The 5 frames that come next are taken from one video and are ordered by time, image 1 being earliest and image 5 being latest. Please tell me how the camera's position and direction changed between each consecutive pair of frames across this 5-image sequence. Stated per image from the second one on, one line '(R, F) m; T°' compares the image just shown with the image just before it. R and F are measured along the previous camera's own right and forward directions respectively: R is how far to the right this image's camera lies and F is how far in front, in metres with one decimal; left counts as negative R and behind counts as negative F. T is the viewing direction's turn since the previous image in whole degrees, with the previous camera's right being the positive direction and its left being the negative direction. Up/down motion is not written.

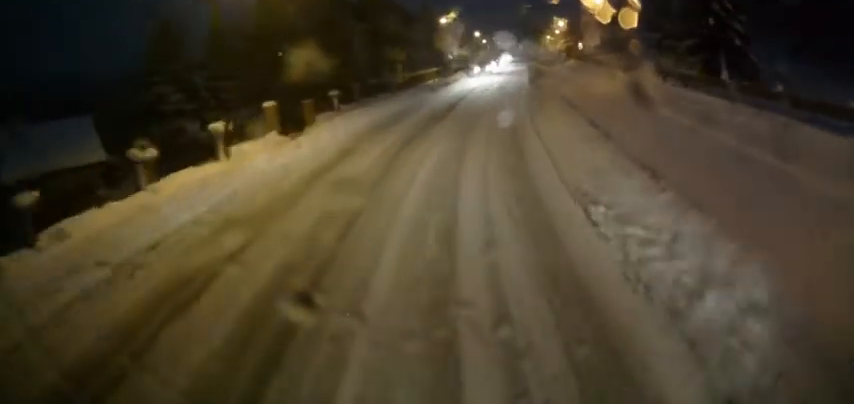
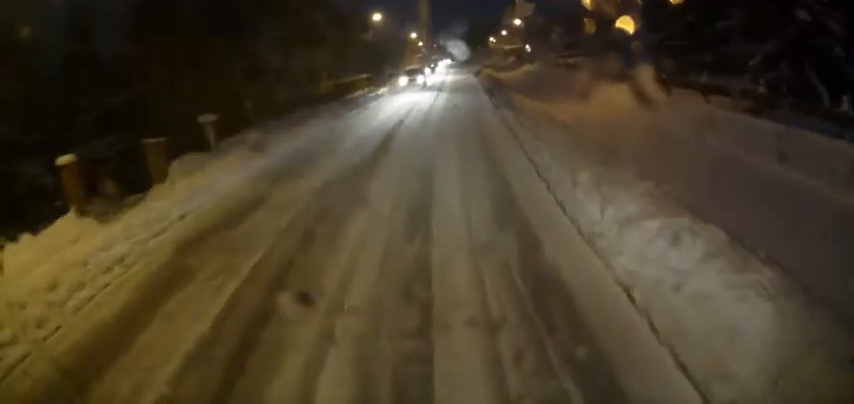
(+0.9, +9.7) m; +5°
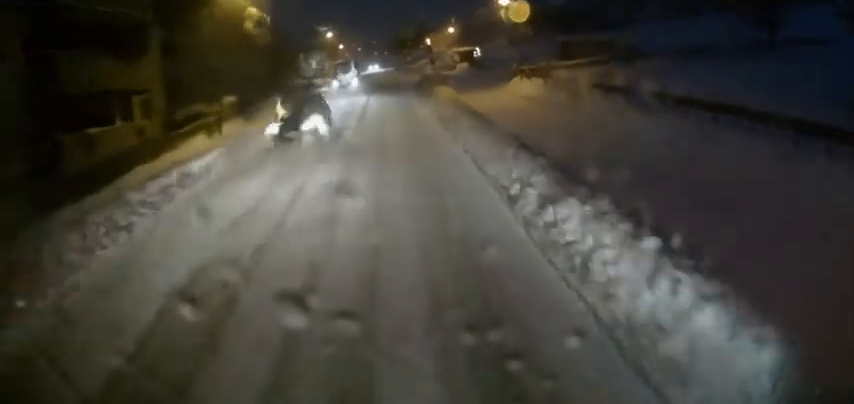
(+0.6, +22.5) m; +5°
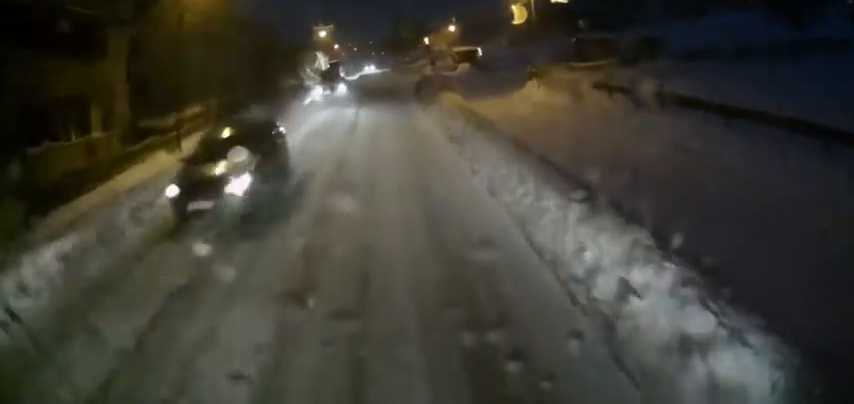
(+0.1, +4.0) m; +1°
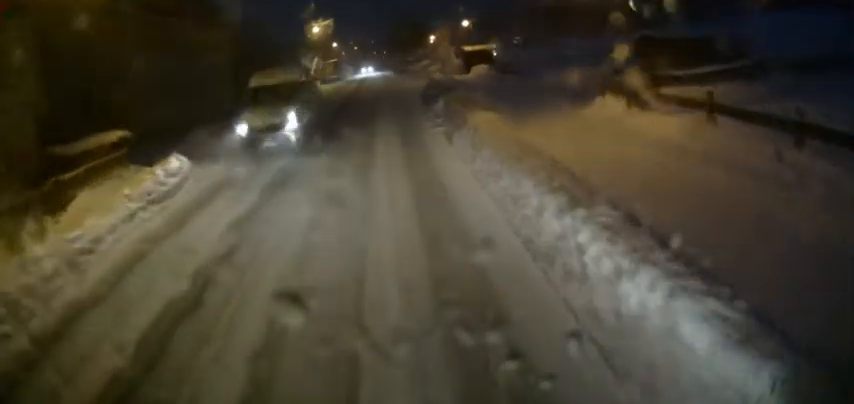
(0.0, +8.5) m; -1°
